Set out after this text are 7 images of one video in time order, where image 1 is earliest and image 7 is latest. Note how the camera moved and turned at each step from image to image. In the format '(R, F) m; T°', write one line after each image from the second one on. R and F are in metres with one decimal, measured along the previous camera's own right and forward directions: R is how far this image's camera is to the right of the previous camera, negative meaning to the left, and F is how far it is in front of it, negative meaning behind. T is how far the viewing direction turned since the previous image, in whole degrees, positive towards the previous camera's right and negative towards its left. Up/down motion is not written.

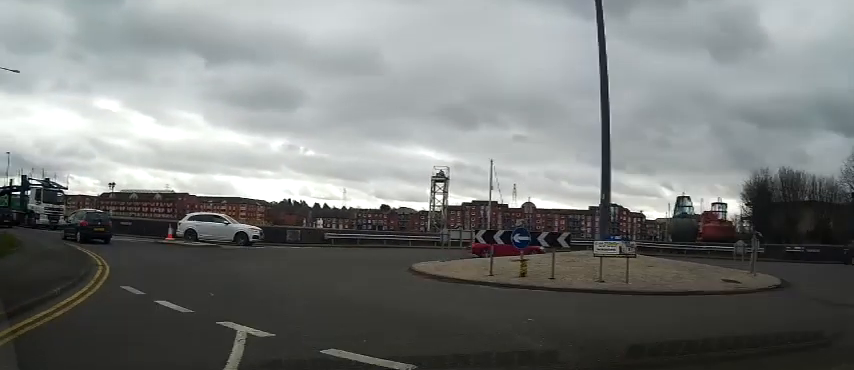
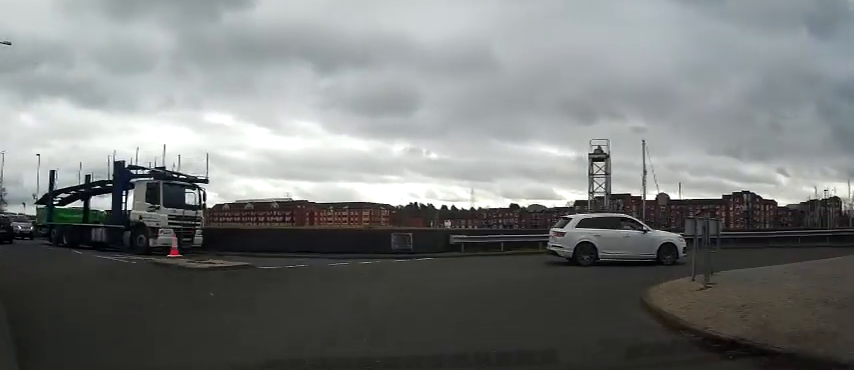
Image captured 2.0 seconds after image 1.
(-1.4, +11.4) m; -6°
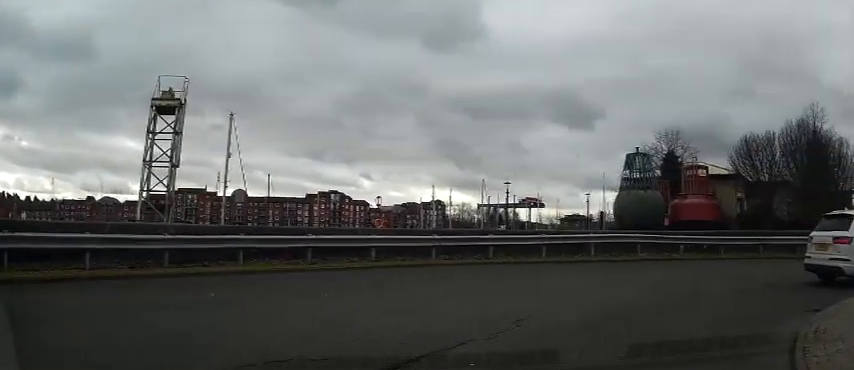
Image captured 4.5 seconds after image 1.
(+3.6, +13.8) m; +41°
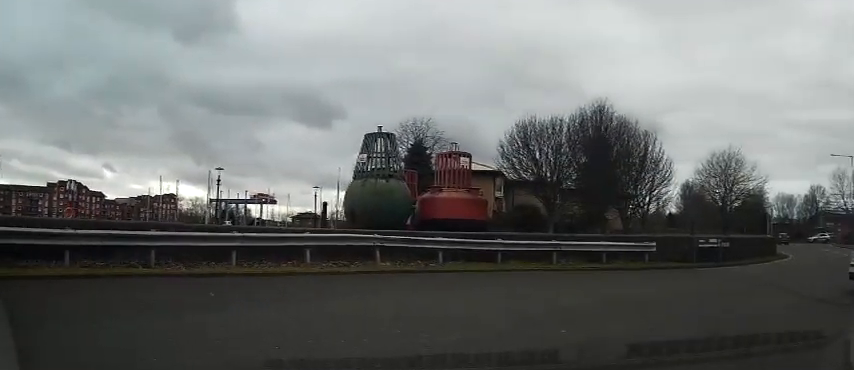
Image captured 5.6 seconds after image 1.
(+1.1, +5.9) m; +29°
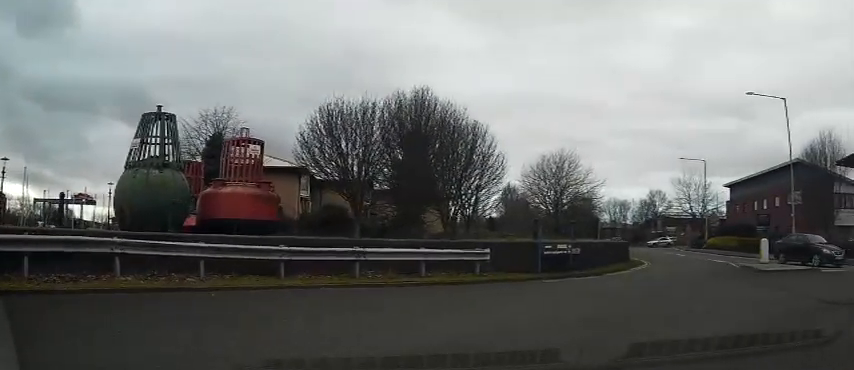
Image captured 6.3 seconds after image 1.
(+1.2, +3.4) m; +23°
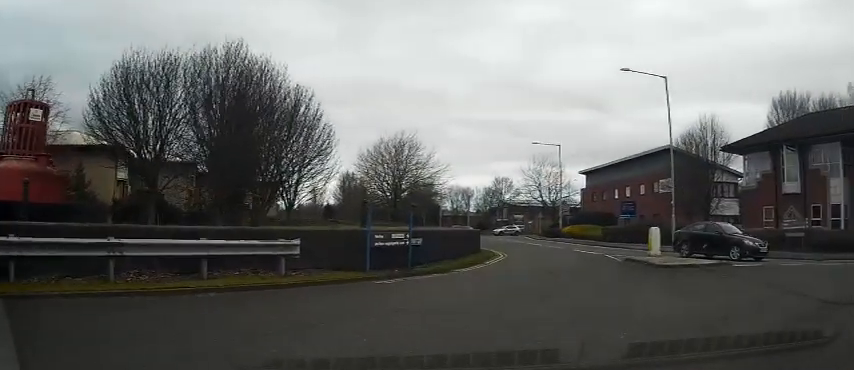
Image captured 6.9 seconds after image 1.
(+0.6, +3.2) m; +18°
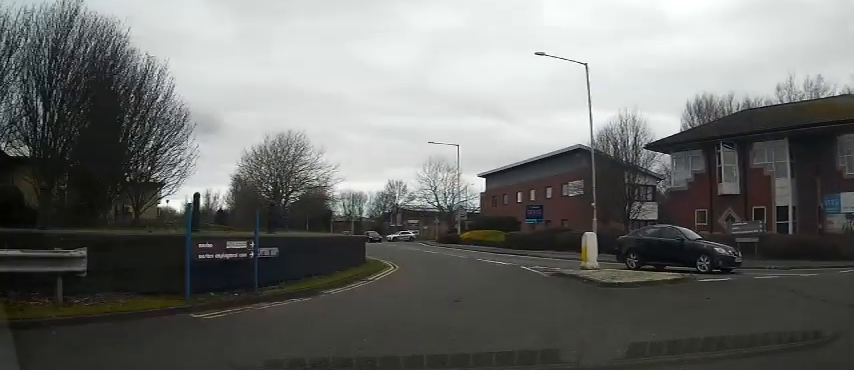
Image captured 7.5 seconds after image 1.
(+0.5, +3.5) m; +13°
